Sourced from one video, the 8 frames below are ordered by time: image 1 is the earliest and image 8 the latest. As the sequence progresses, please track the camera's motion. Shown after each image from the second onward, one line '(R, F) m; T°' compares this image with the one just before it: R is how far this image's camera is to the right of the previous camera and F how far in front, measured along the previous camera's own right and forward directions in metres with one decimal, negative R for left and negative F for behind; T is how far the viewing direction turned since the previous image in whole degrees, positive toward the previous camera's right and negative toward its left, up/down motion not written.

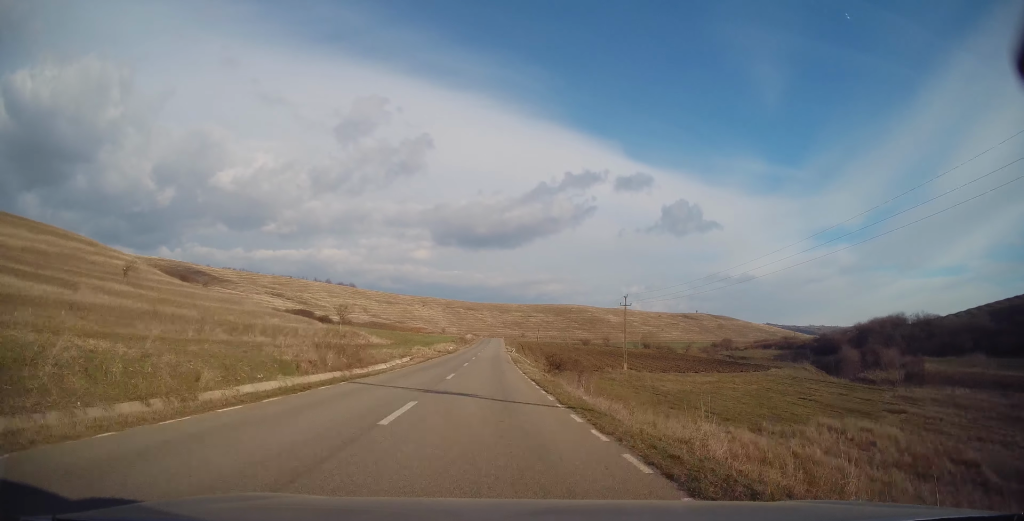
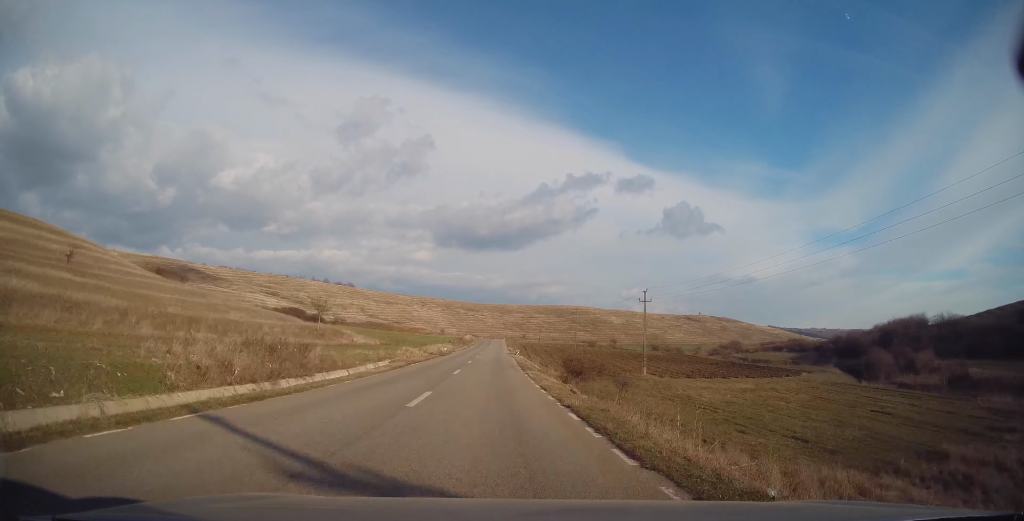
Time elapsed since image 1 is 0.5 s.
(-0.1, +9.4) m; -1°
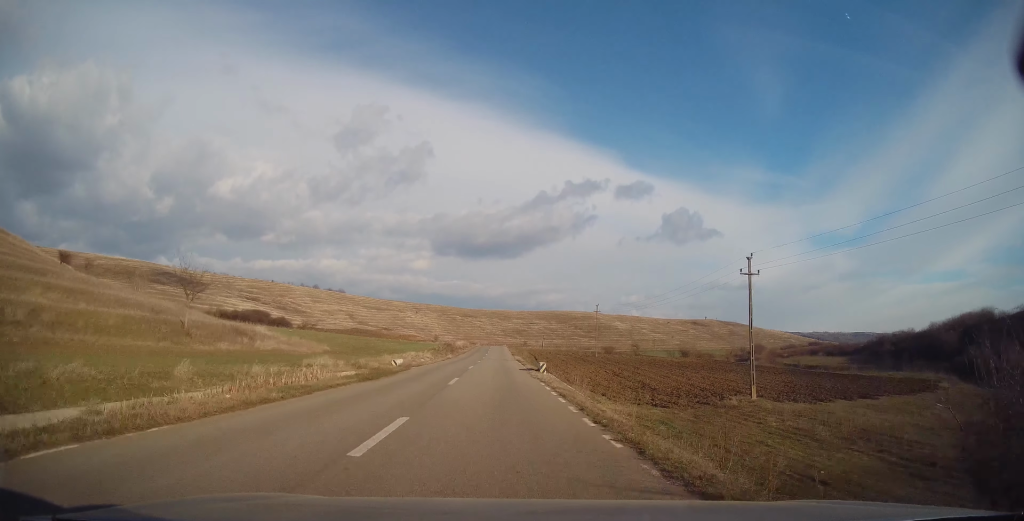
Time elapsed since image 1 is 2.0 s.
(-0.2, +28.8) m; 0°
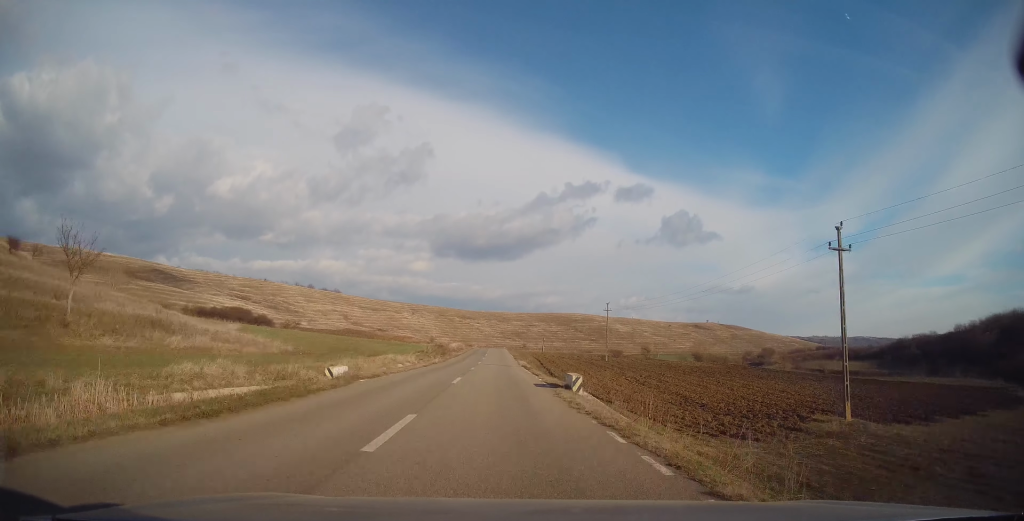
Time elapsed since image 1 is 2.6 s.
(+0.1, +11.4) m; +1°
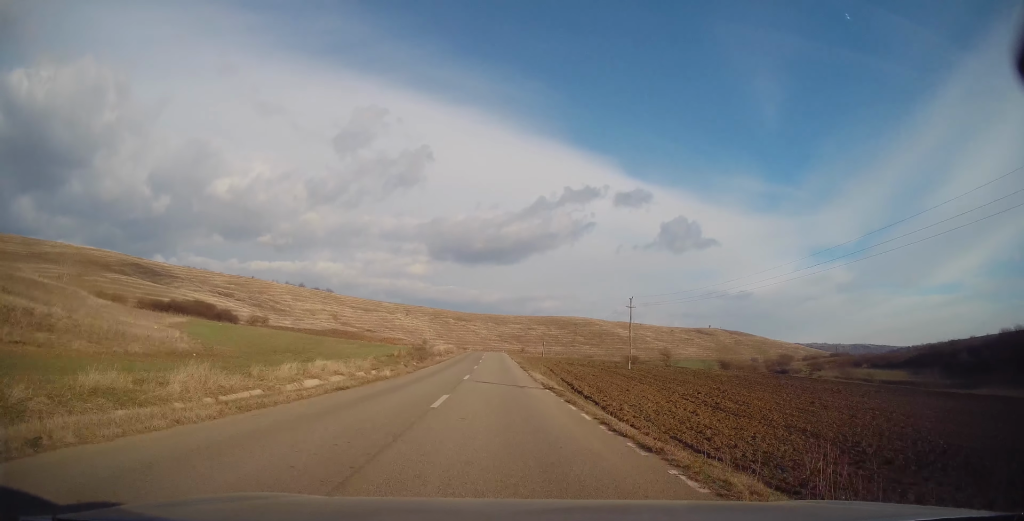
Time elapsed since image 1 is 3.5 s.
(+0.1, +18.3) m; 0°
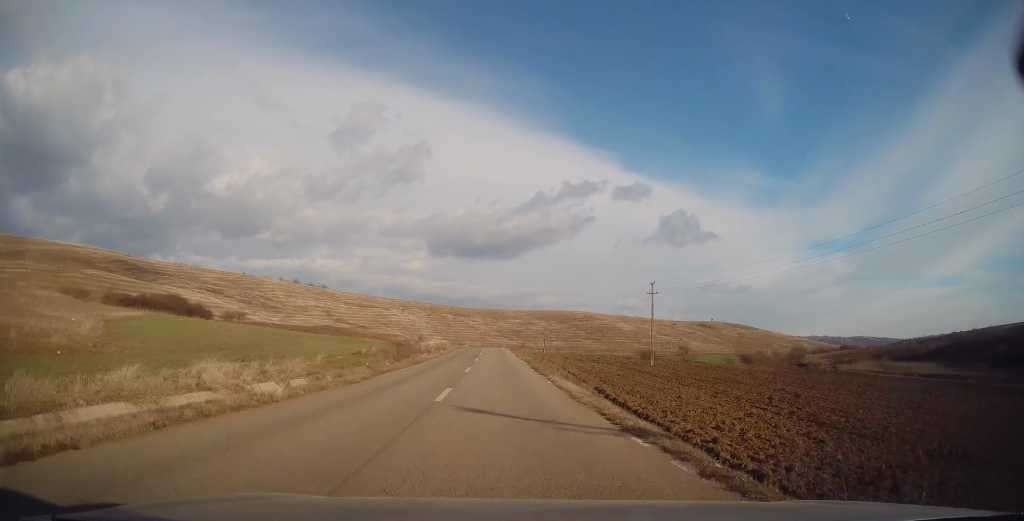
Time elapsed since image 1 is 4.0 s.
(-0.1, +11.5) m; 0°
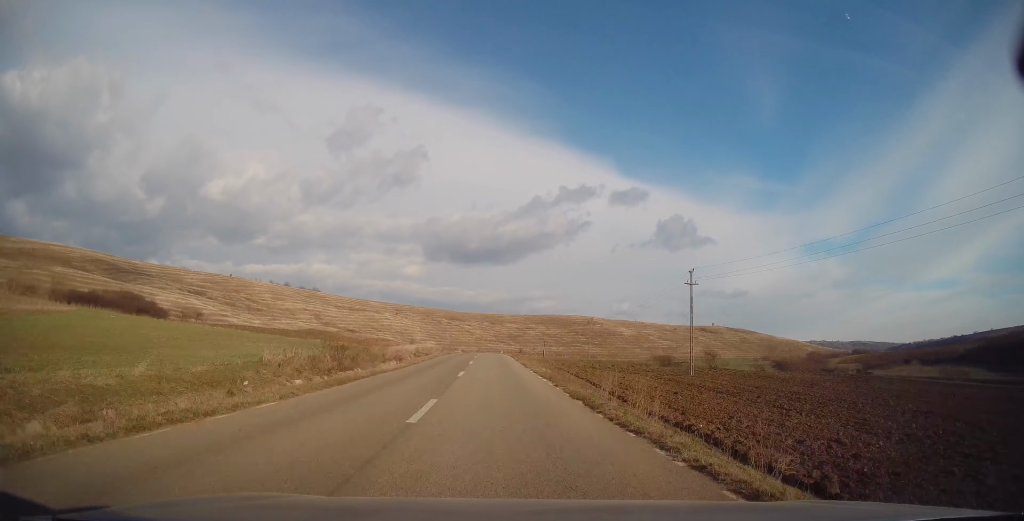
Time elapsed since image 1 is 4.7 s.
(-0.3, +15.2) m; +1°
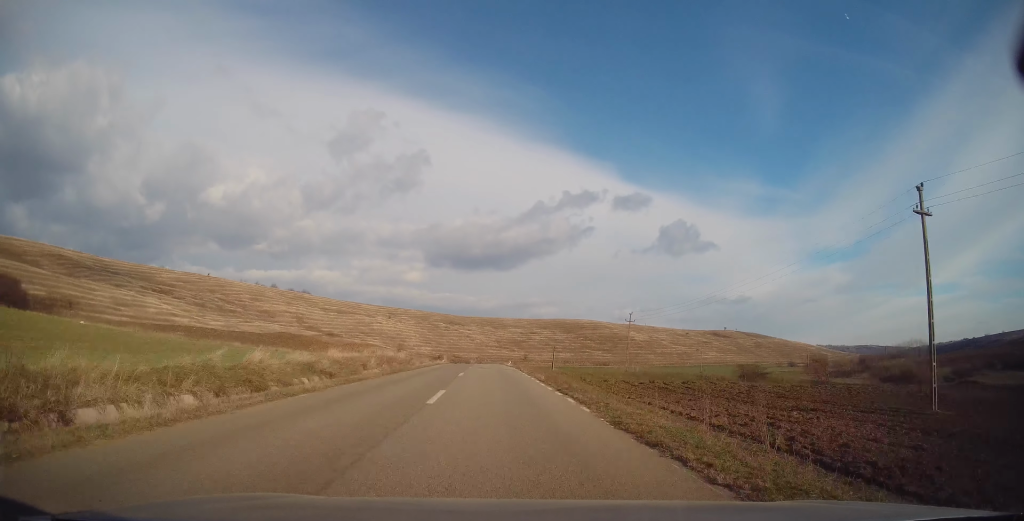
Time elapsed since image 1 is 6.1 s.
(+0.6, +32.5) m; 0°
